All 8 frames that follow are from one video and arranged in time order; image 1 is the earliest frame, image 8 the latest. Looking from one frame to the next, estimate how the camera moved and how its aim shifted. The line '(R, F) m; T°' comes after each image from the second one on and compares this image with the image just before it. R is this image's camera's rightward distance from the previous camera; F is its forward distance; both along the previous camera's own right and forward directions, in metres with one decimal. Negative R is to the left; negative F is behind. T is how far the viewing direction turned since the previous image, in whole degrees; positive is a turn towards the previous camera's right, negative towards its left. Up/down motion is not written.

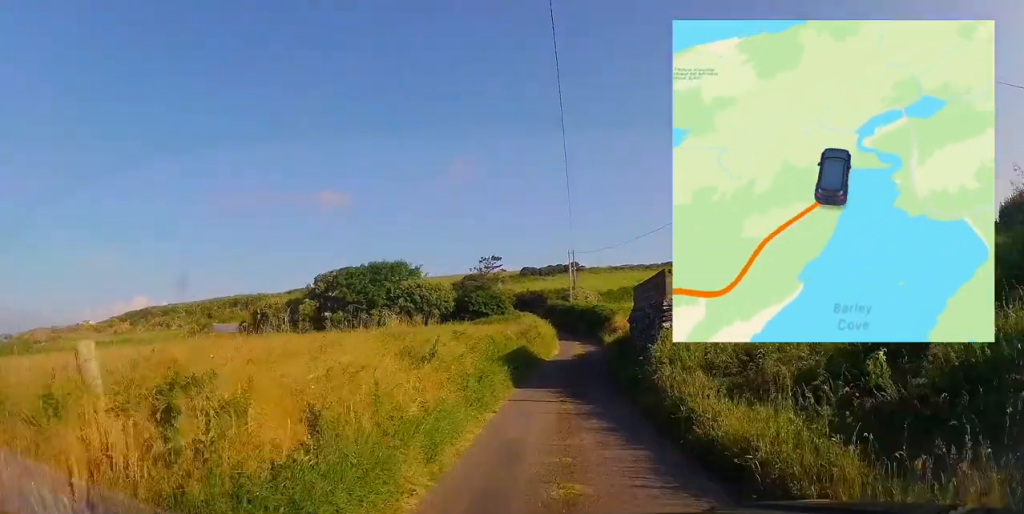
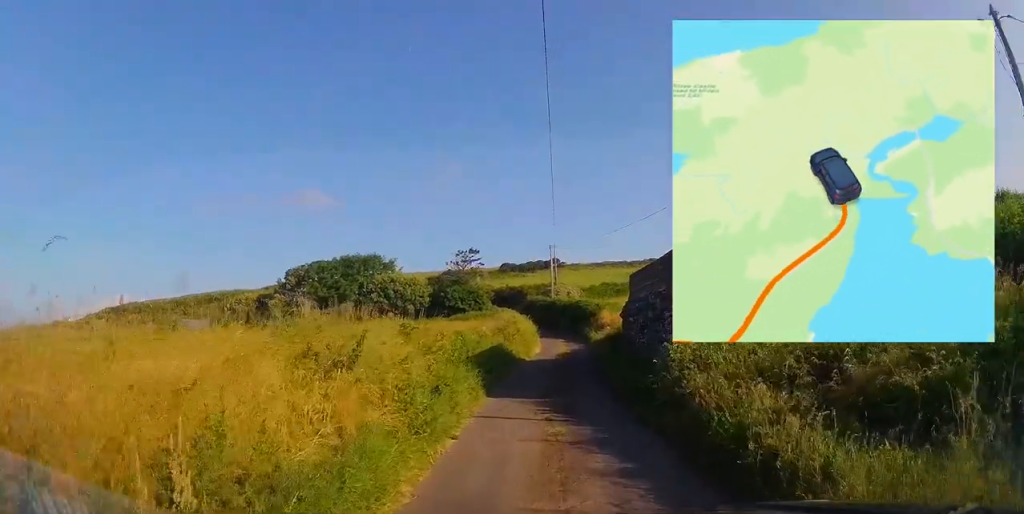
(+0.1, +3.3) m; +2°
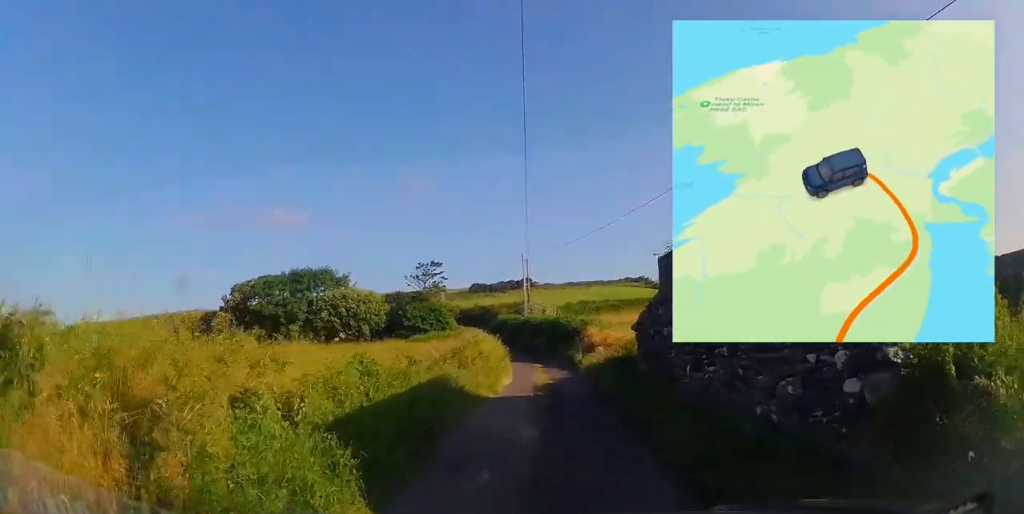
(+0.2, +8.4) m; +1°
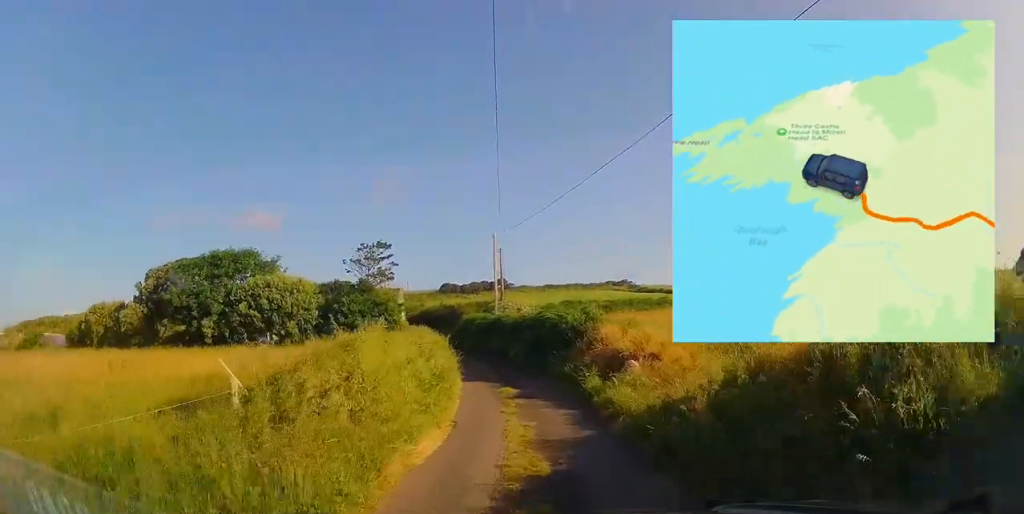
(+0.2, +14.8) m; 0°
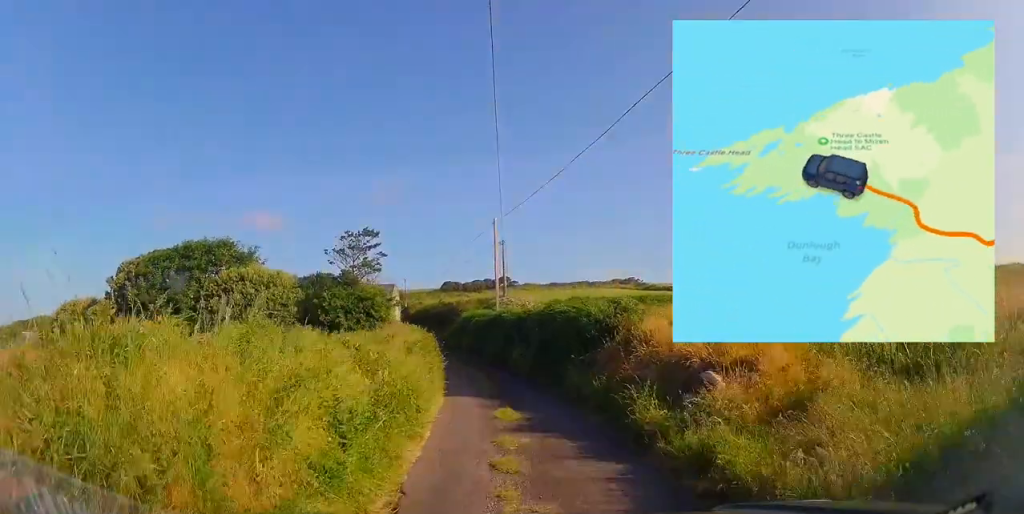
(+0.1, +6.0) m; -1°
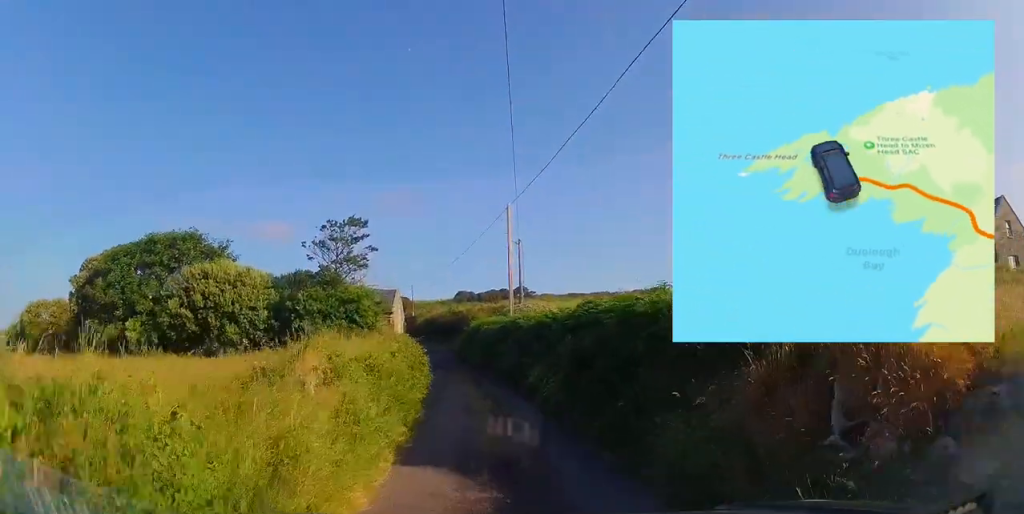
(-0.3, +7.7) m; -5°
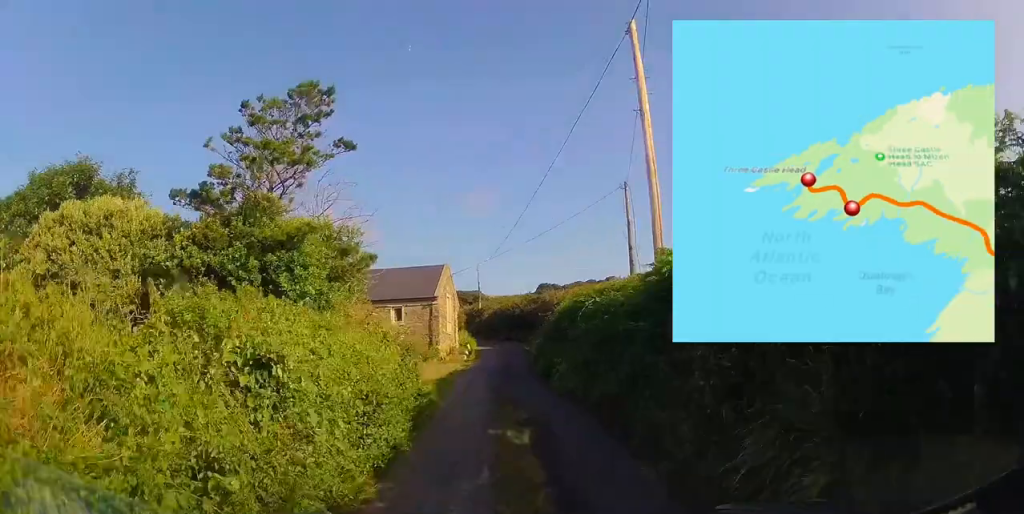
(-1.4, +17.3) m; -6°
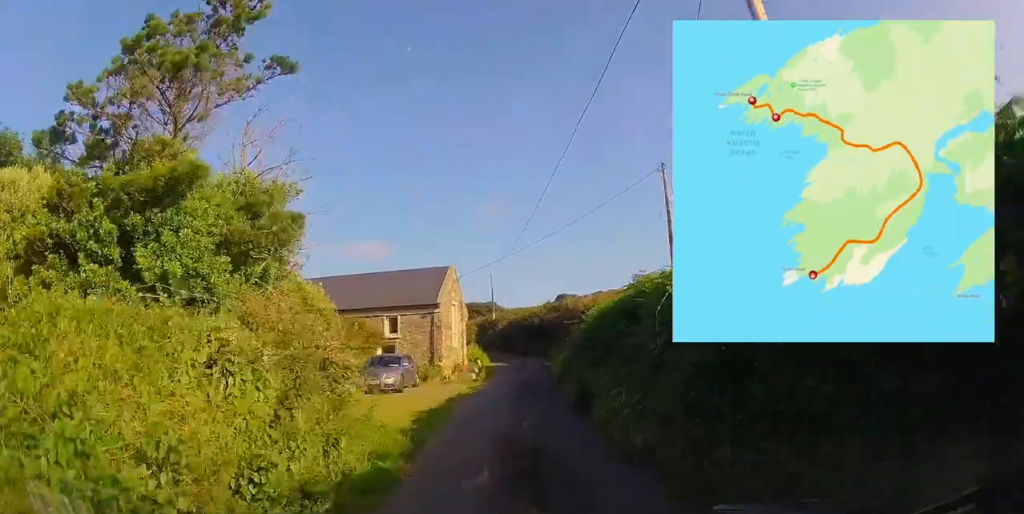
(0.0, +5.1) m; -2°
